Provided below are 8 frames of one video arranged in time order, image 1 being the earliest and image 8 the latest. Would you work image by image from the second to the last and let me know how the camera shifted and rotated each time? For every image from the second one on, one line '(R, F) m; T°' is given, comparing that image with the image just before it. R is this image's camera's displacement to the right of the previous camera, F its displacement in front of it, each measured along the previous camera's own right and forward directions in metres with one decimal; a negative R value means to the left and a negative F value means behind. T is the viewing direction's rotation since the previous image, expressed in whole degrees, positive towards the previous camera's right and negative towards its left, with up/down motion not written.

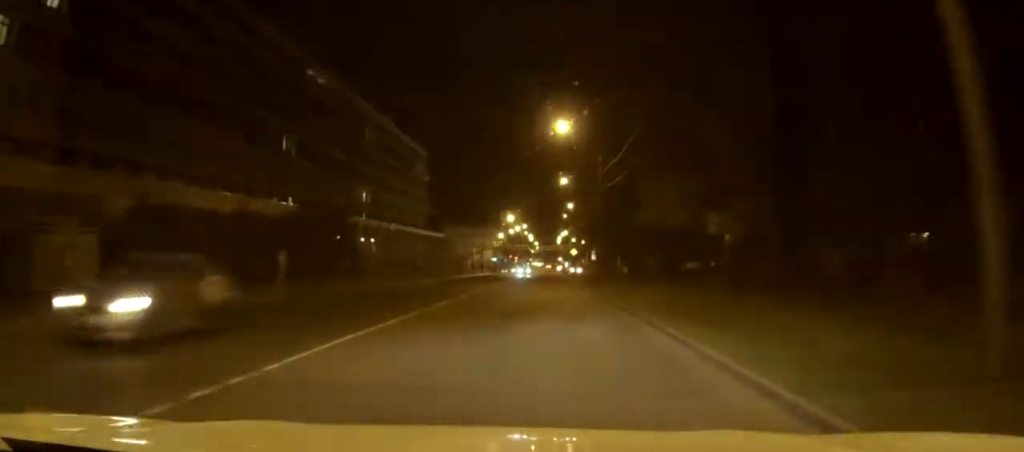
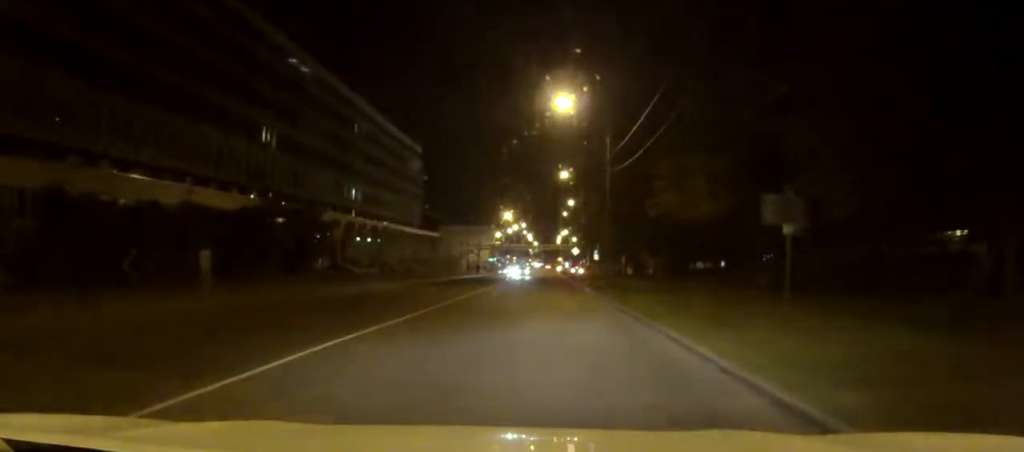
(0.0, +7.8) m; 0°
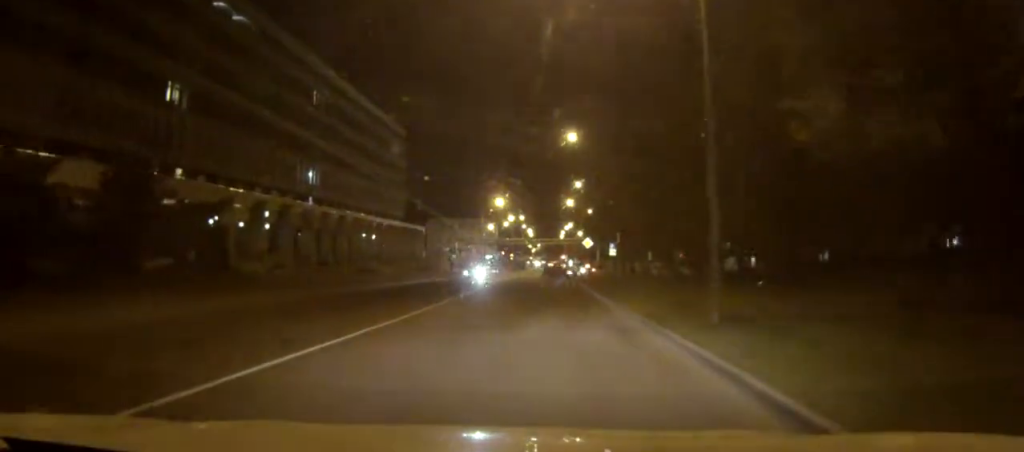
(+0.1, +27.6) m; +1°
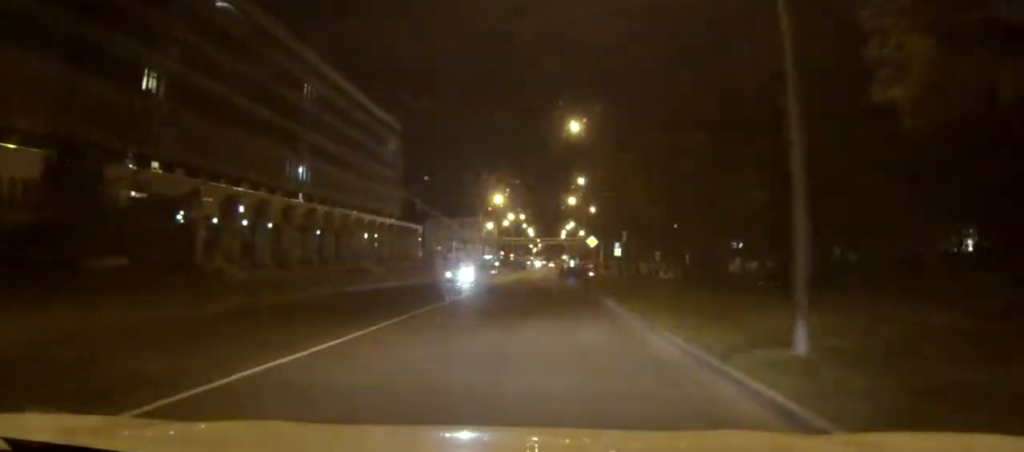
(0.0, +5.4) m; 0°
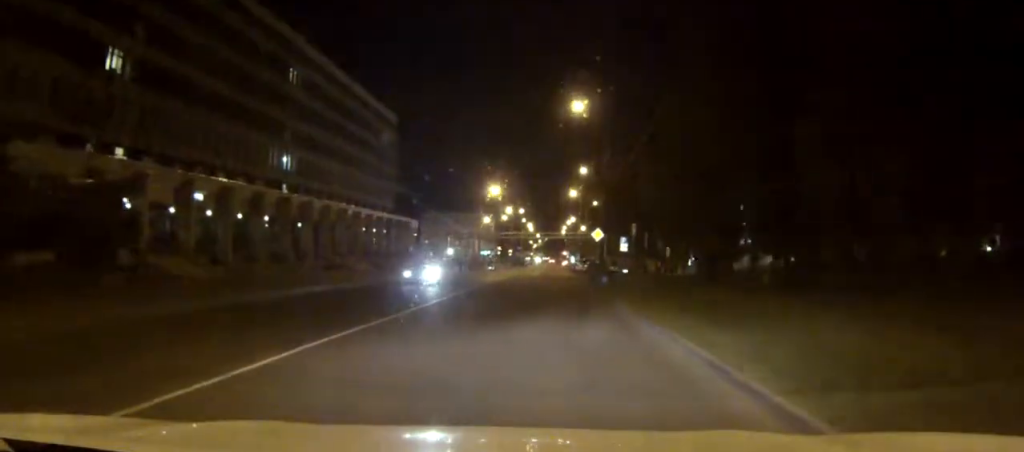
(0.0, +7.1) m; 0°
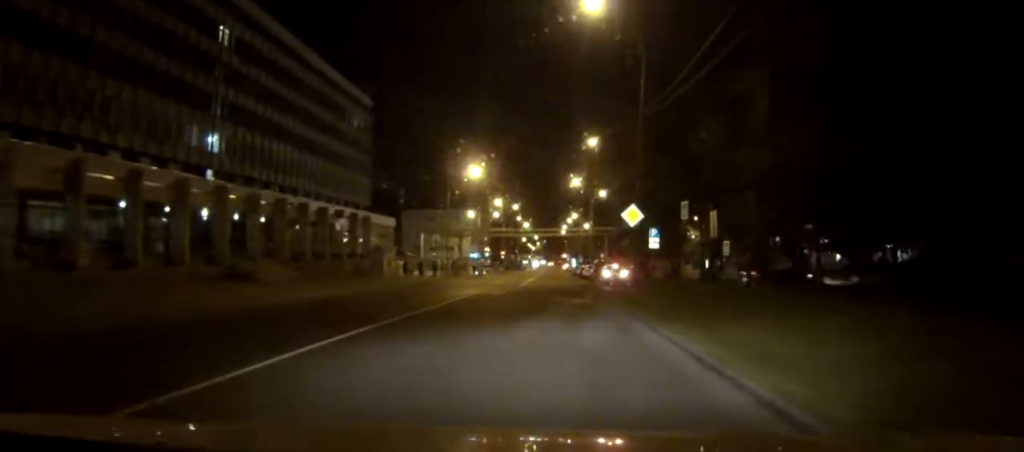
(0.0, +24.5) m; -1°
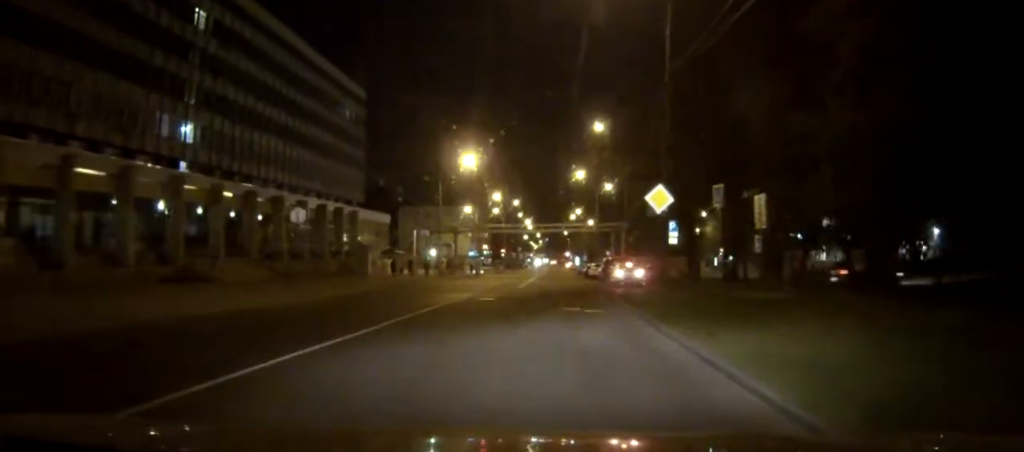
(-0.1, +7.2) m; -1°
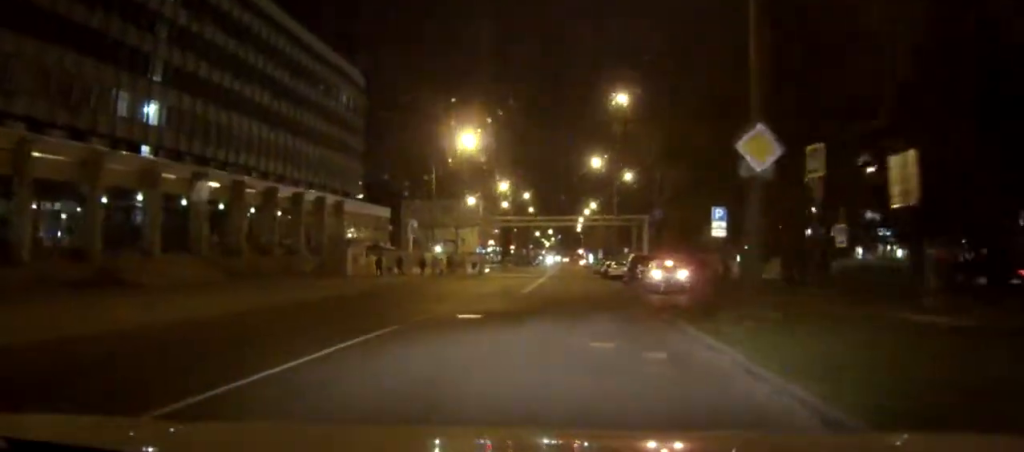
(-0.2, +10.5) m; 0°
